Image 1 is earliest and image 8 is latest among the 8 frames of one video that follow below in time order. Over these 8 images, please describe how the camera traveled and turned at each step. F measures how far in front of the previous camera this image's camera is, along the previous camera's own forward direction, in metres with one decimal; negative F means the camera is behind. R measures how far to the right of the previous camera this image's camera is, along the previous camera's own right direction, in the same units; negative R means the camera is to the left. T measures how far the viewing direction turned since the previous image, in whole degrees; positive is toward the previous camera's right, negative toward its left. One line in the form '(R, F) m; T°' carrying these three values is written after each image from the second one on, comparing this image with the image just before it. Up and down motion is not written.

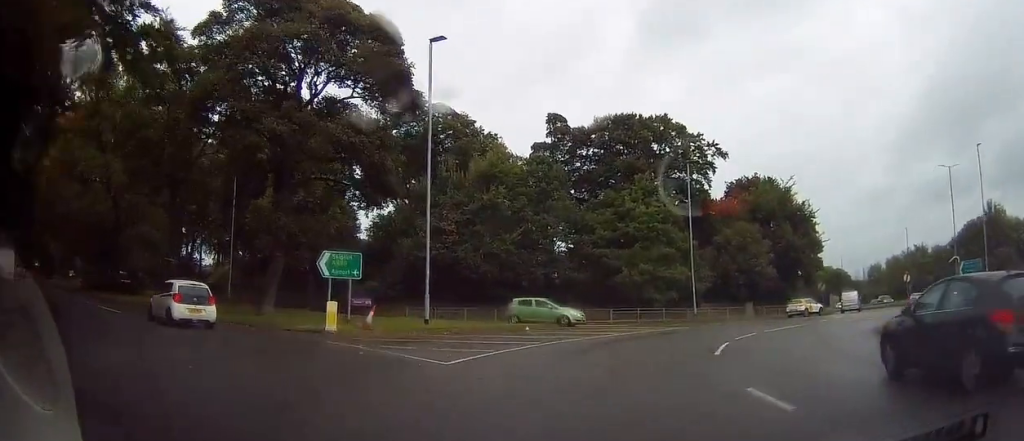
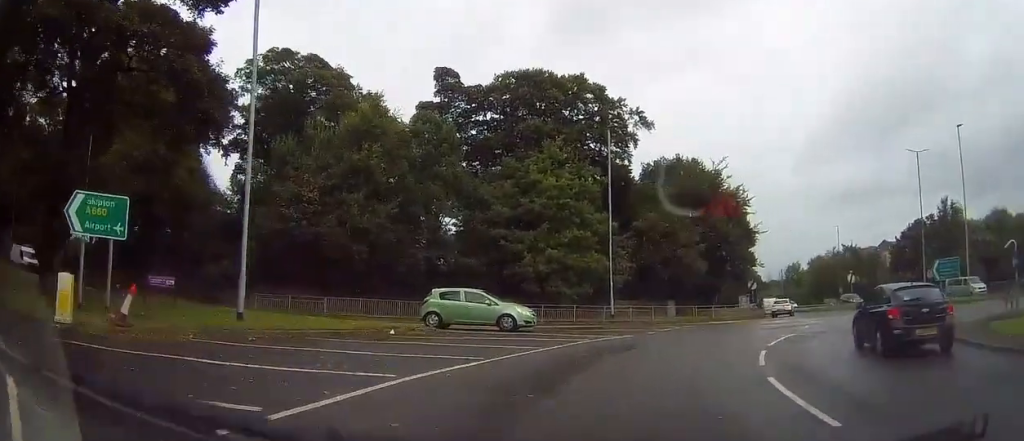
(+0.6, +8.9) m; +7°
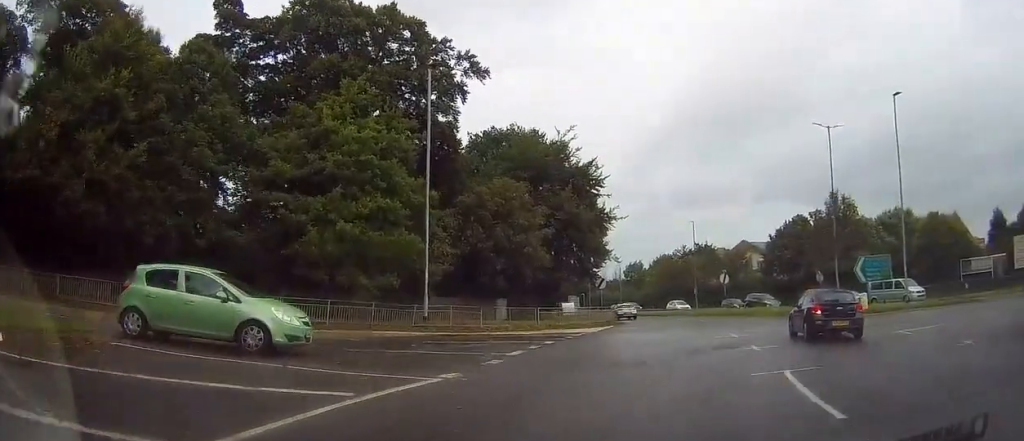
(+0.7, +10.8) m; +12°
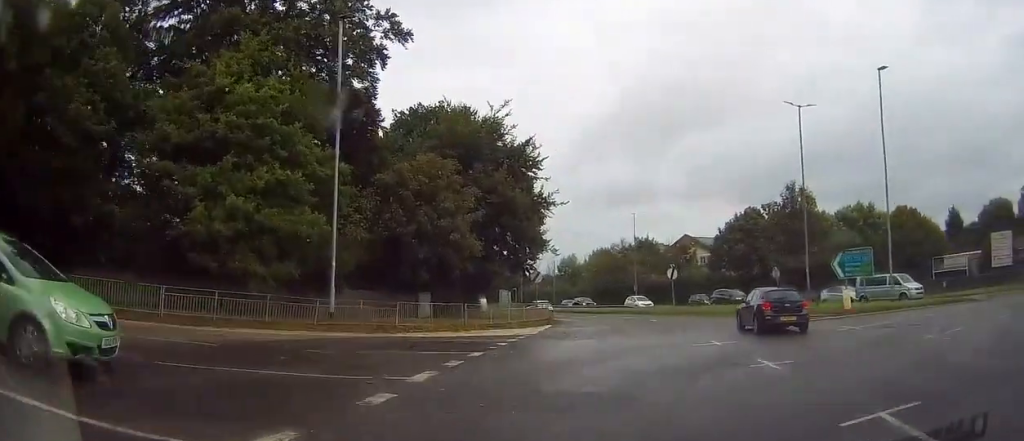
(0.0, +4.8) m; +8°
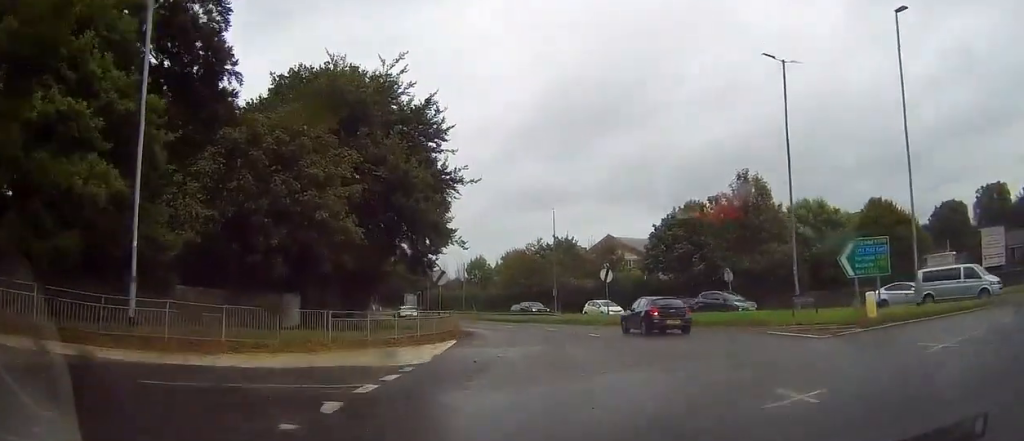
(+1.3, +9.0) m; +9°
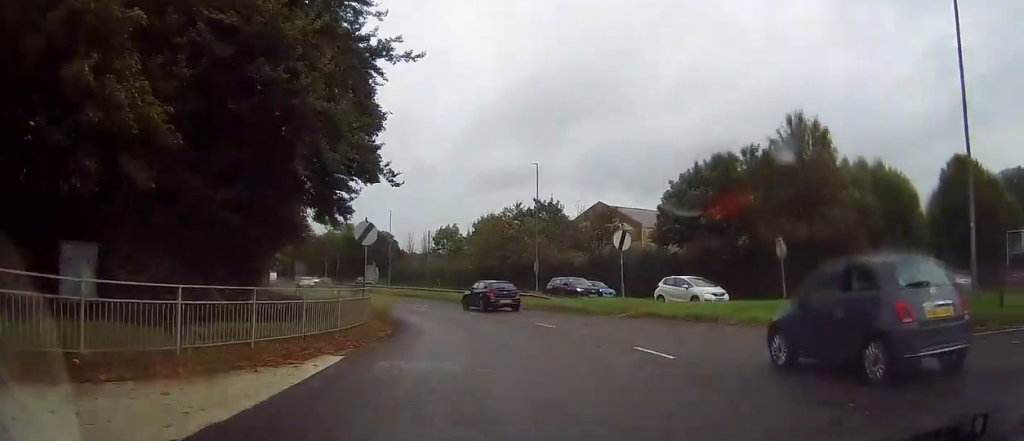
(+0.6, +14.3) m; +3°
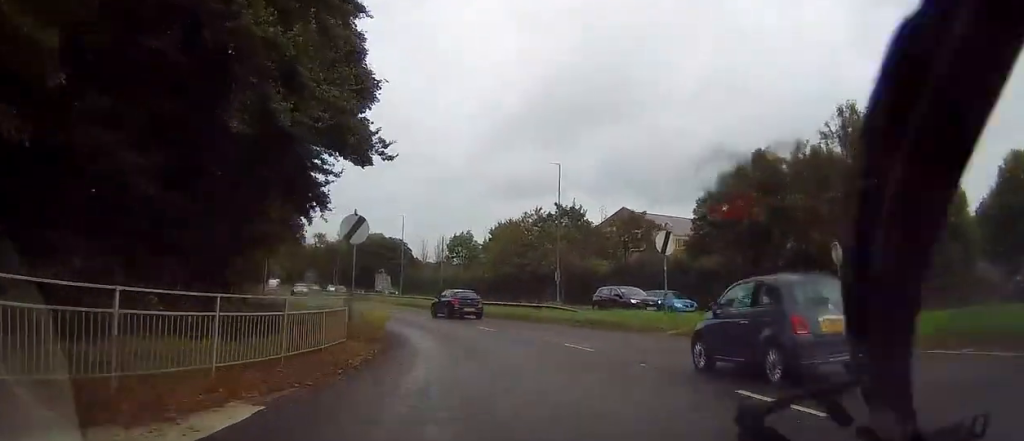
(+0.4, +4.7) m; -1°
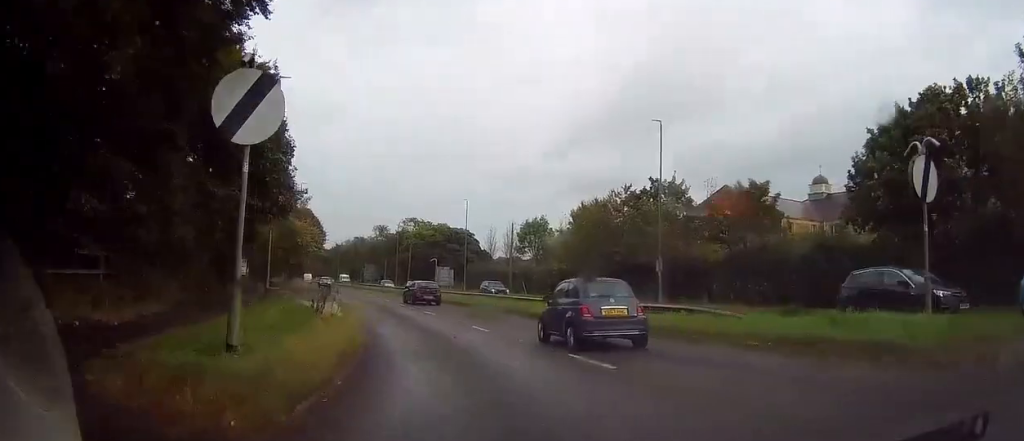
(-1.0, +13.1) m; -6°
